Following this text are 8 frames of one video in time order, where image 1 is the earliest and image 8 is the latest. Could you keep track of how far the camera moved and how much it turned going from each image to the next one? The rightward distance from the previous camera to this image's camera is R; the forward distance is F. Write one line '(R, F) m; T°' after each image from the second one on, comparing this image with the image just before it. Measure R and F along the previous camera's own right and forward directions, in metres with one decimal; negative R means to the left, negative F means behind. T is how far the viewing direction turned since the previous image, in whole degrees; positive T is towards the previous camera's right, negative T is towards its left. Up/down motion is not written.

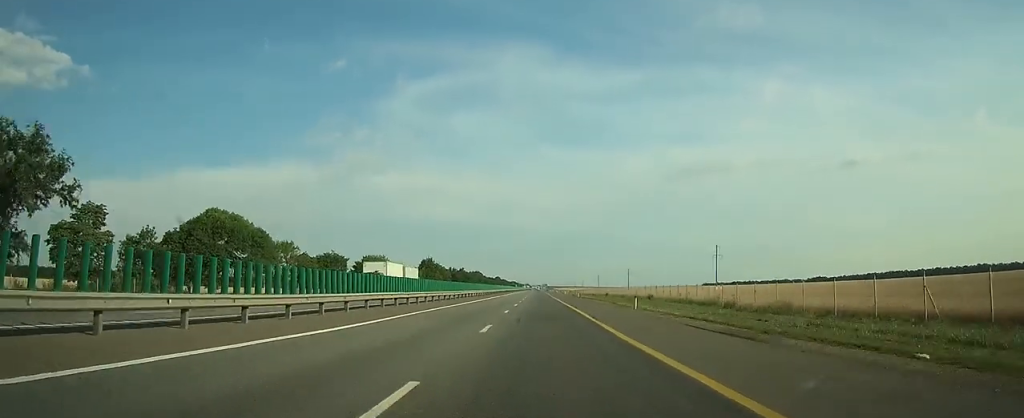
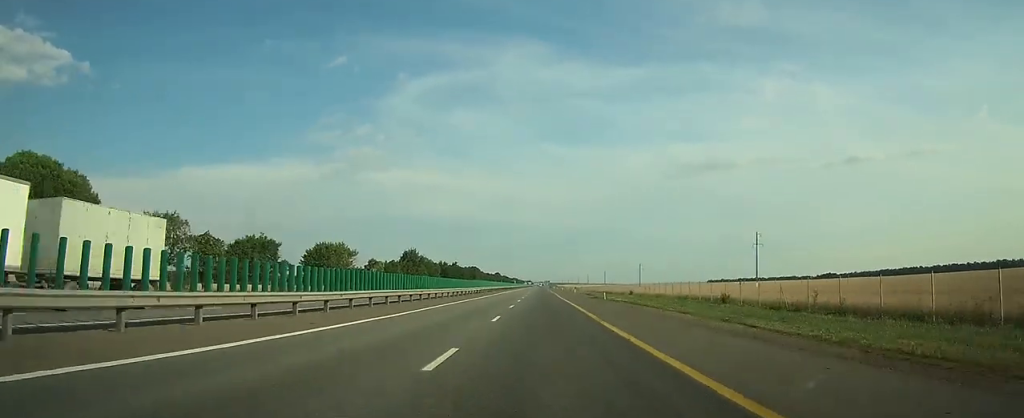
(-0.1, +32.2) m; 0°
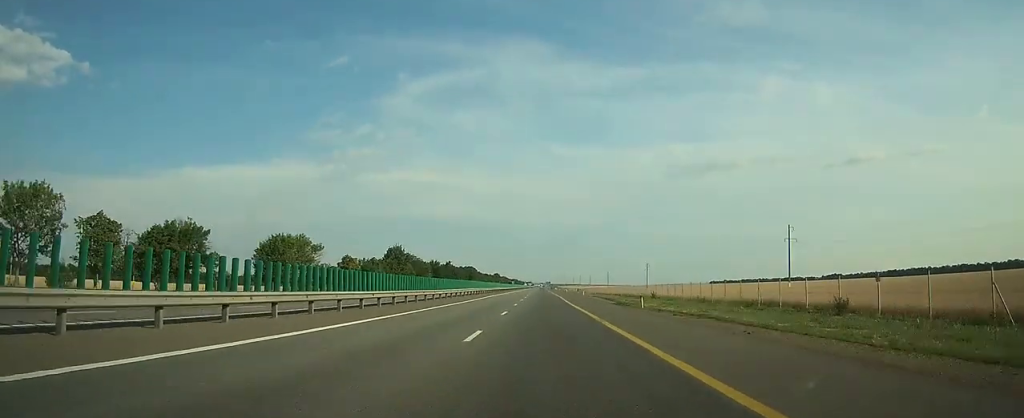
(0.0, +19.6) m; 0°
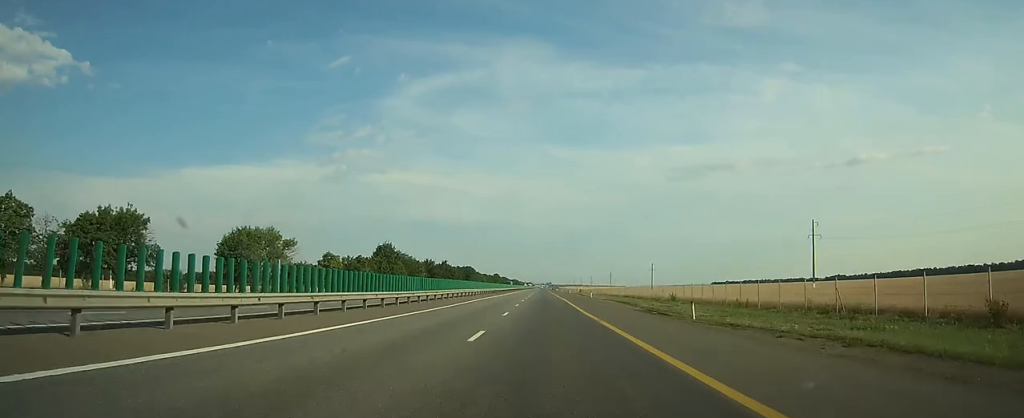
(0.0, +11.6) m; 0°
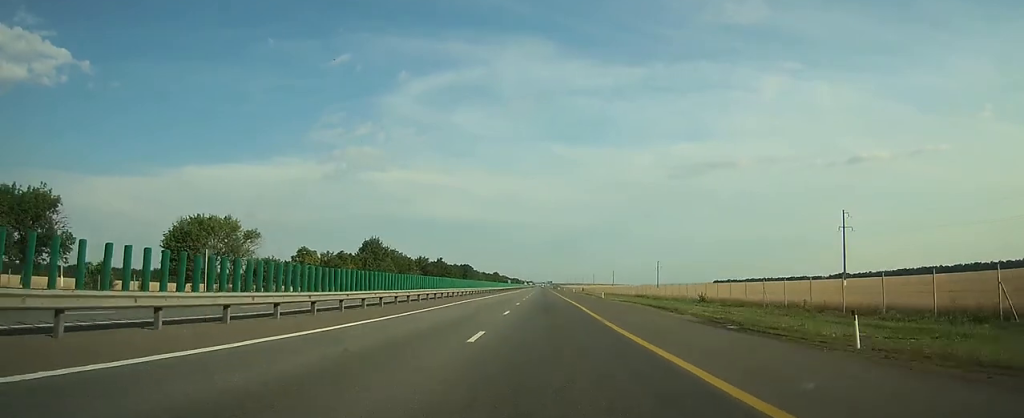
(0.0, +12.5) m; 0°
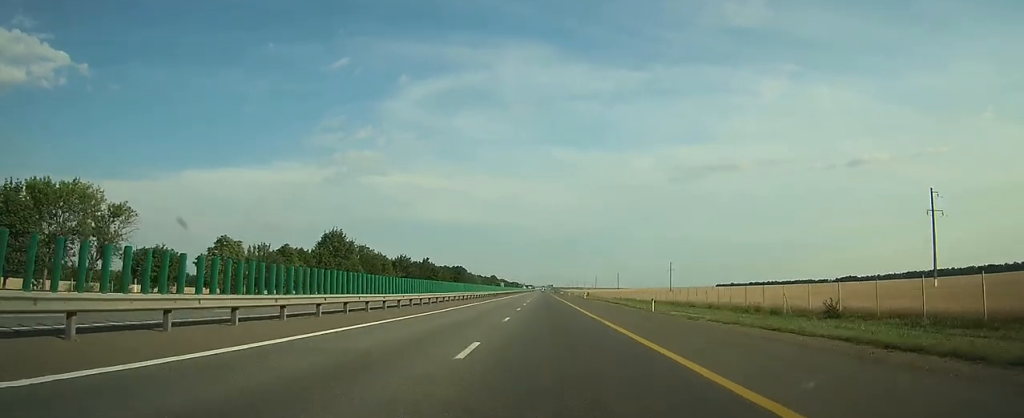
(-0.1, +26.7) m; 0°
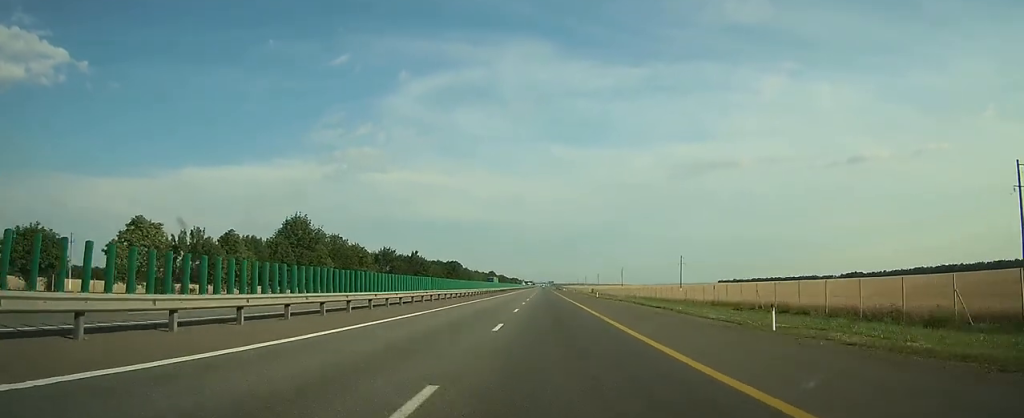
(0.0, +17.8) m; 0°
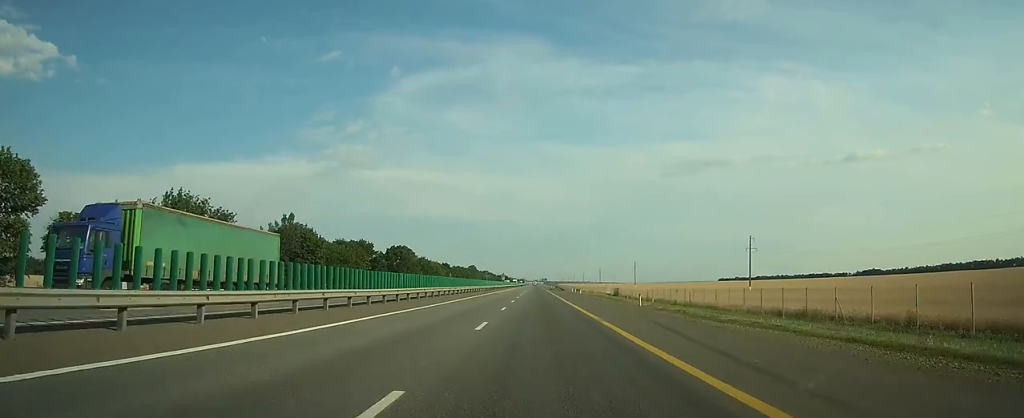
(+0.5, +85.5) m; +1°
